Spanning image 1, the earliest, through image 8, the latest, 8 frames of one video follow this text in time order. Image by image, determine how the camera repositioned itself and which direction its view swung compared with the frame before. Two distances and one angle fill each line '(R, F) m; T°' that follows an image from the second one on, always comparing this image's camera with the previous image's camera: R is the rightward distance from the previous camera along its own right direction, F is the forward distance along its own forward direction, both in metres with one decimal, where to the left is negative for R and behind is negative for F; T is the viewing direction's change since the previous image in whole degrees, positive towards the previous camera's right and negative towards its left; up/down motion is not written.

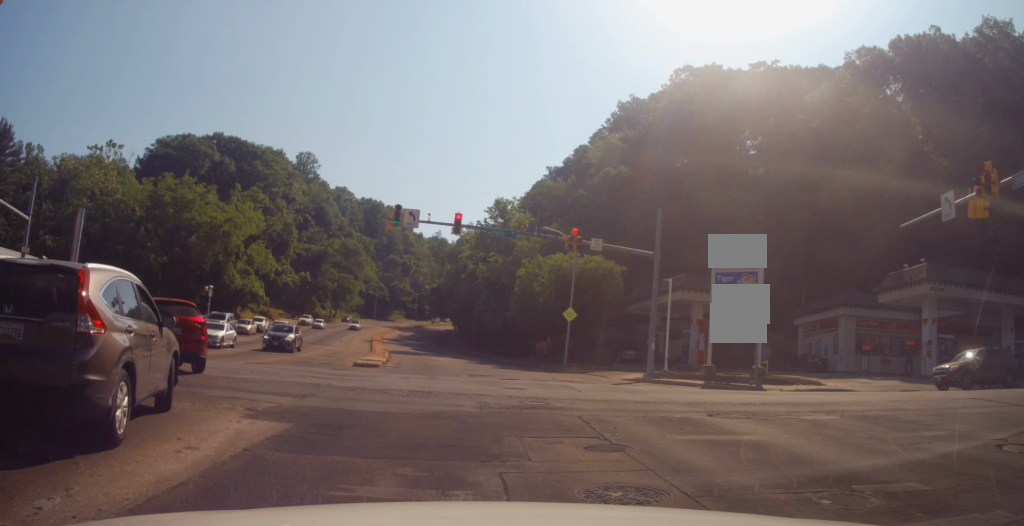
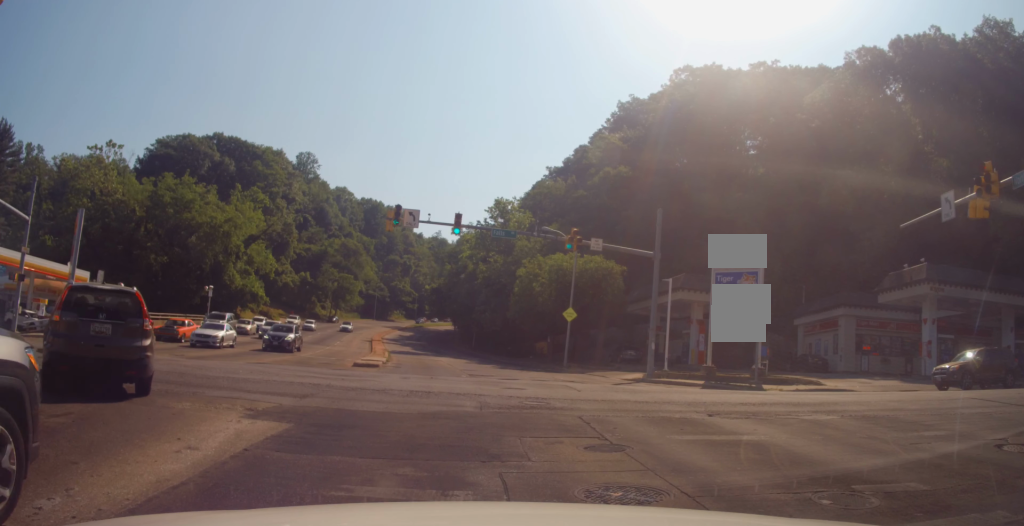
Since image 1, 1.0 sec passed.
(0.0, 0.0) m; 0°
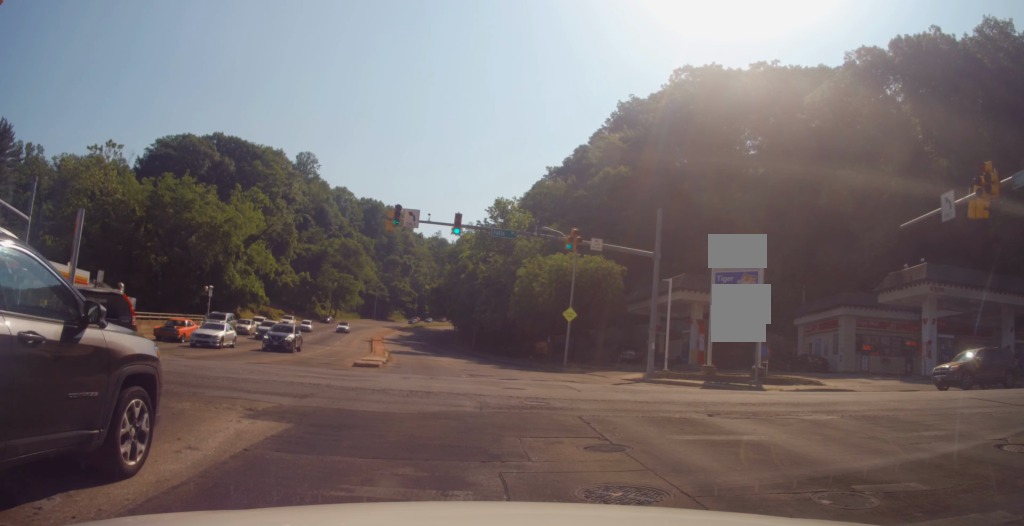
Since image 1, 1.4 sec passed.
(0.0, 0.0) m; 0°
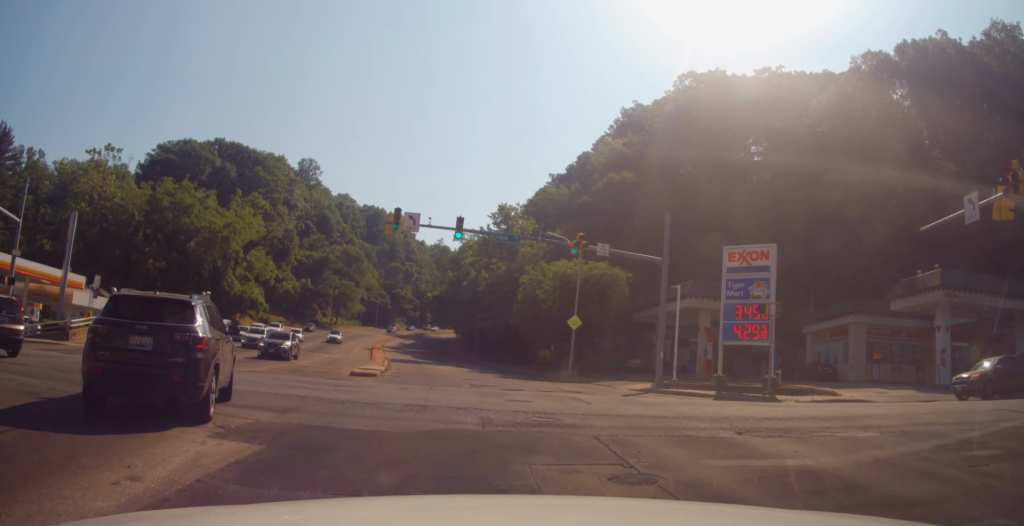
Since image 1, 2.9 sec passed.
(-0.1, +2.4) m; -2°
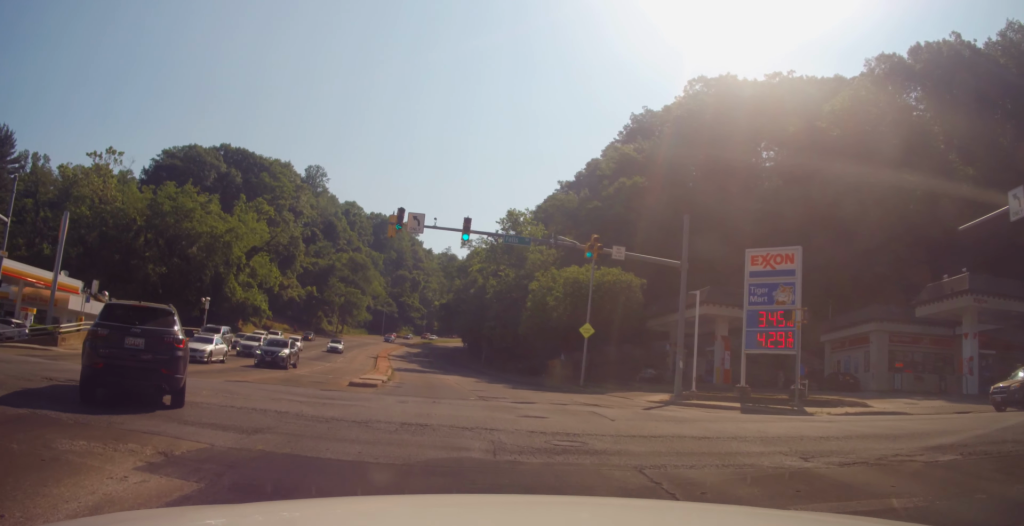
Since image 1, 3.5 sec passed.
(+0.2, +2.7) m; -3°
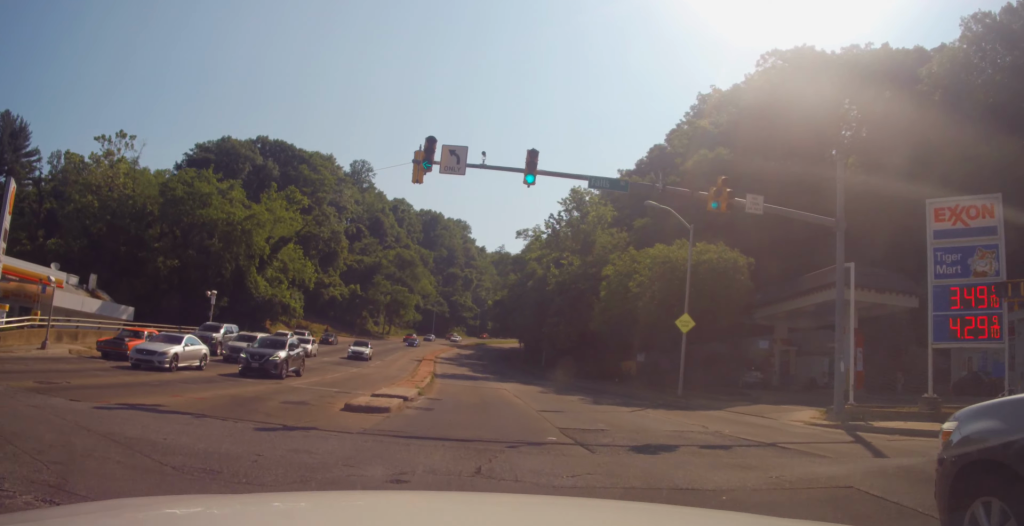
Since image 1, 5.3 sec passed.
(-0.9, +12.0) m; -3°
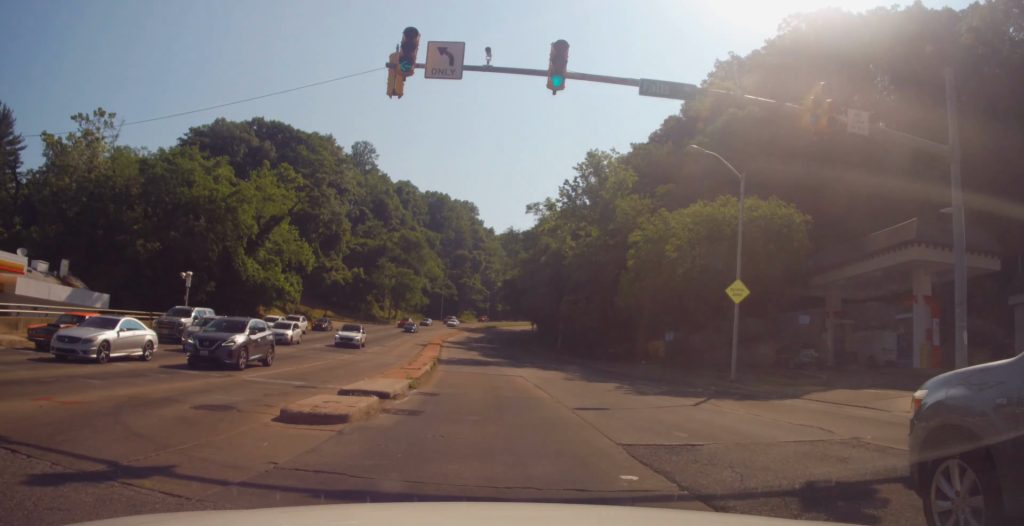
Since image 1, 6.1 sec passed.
(0.0, +6.3) m; -1°
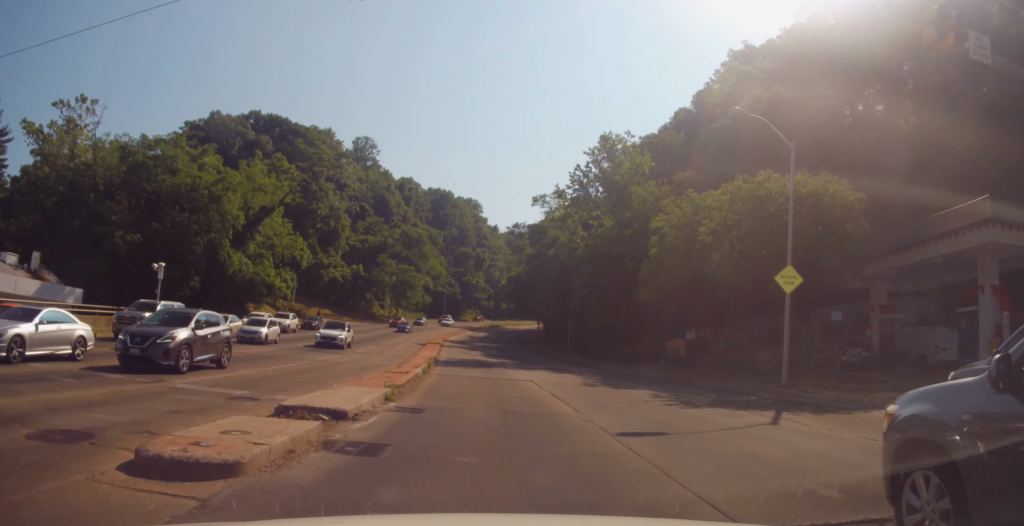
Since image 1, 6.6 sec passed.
(0.0, +4.6) m; 0°
